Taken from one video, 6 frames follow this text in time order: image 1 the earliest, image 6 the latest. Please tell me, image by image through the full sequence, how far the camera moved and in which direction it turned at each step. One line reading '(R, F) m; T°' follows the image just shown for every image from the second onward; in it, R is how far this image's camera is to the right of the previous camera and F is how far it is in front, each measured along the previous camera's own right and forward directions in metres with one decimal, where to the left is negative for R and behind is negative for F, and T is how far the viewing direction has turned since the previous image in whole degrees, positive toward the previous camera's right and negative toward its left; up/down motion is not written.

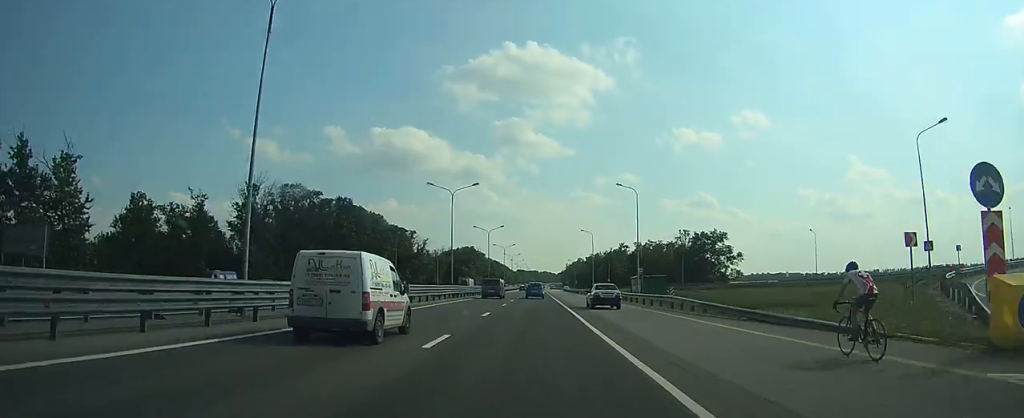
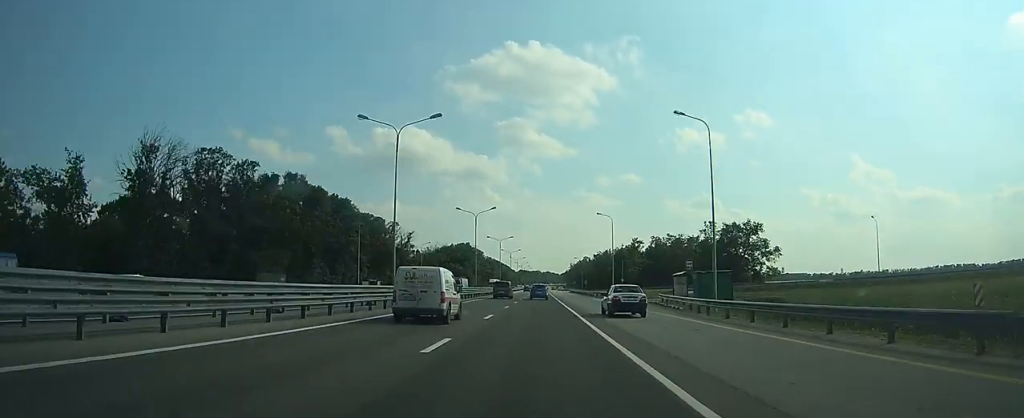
(+0.1, +24.5) m; 0°
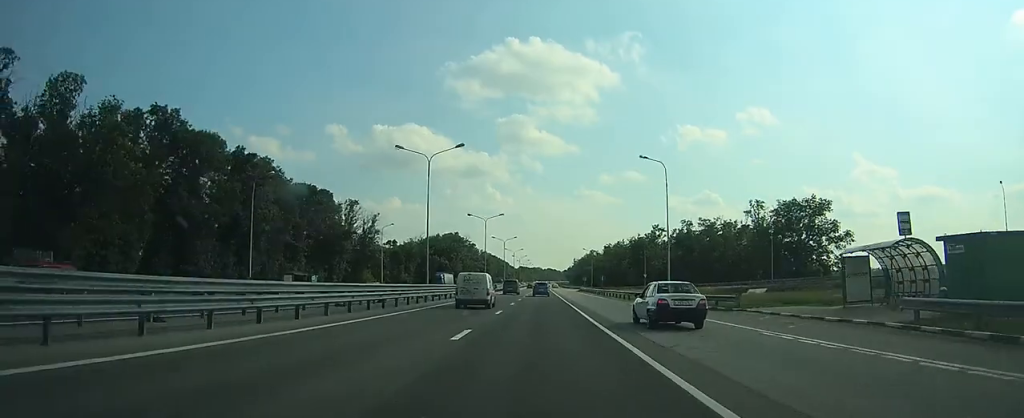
(-0.1, +33.3) m; -1°
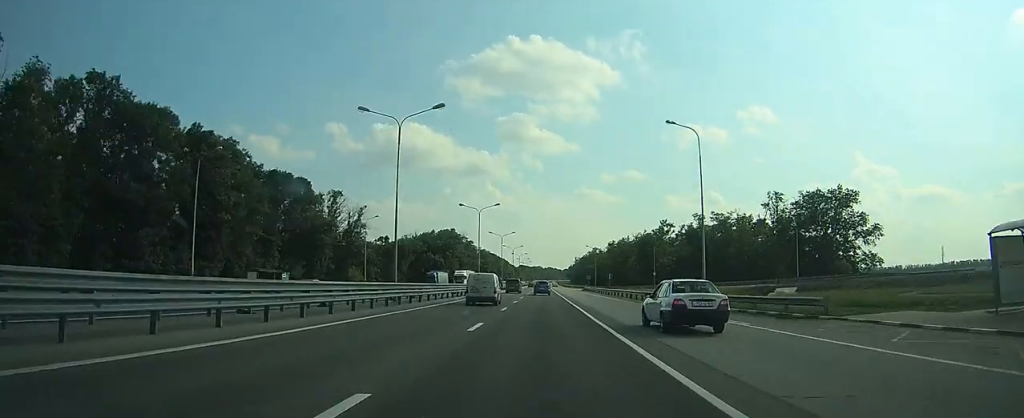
(0.0, +9.6) m; 0°
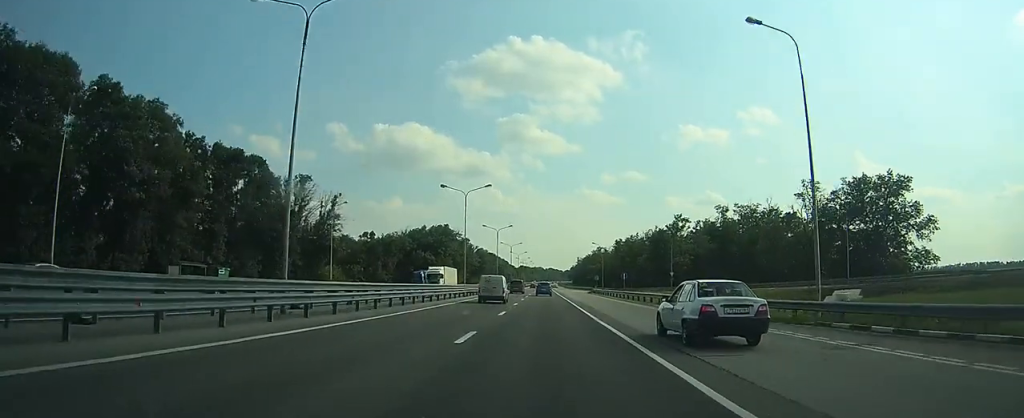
(-0.1, +14.8) m; 0°
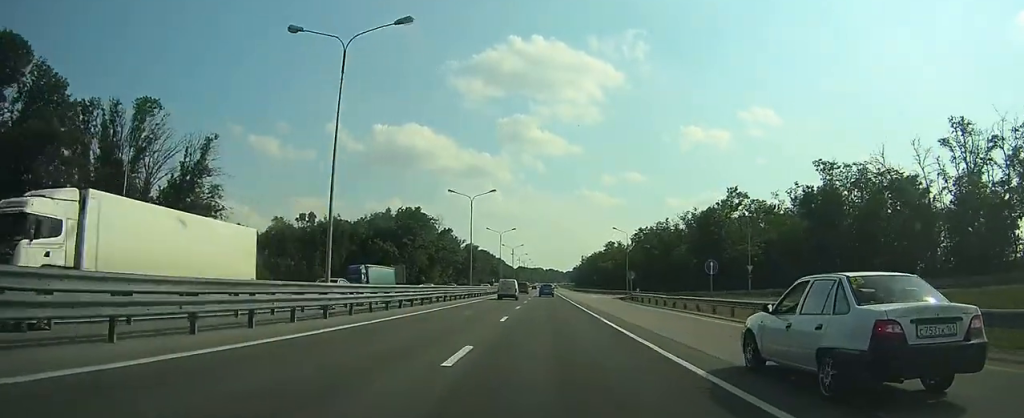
(0.0, +38.7) m; 0°
